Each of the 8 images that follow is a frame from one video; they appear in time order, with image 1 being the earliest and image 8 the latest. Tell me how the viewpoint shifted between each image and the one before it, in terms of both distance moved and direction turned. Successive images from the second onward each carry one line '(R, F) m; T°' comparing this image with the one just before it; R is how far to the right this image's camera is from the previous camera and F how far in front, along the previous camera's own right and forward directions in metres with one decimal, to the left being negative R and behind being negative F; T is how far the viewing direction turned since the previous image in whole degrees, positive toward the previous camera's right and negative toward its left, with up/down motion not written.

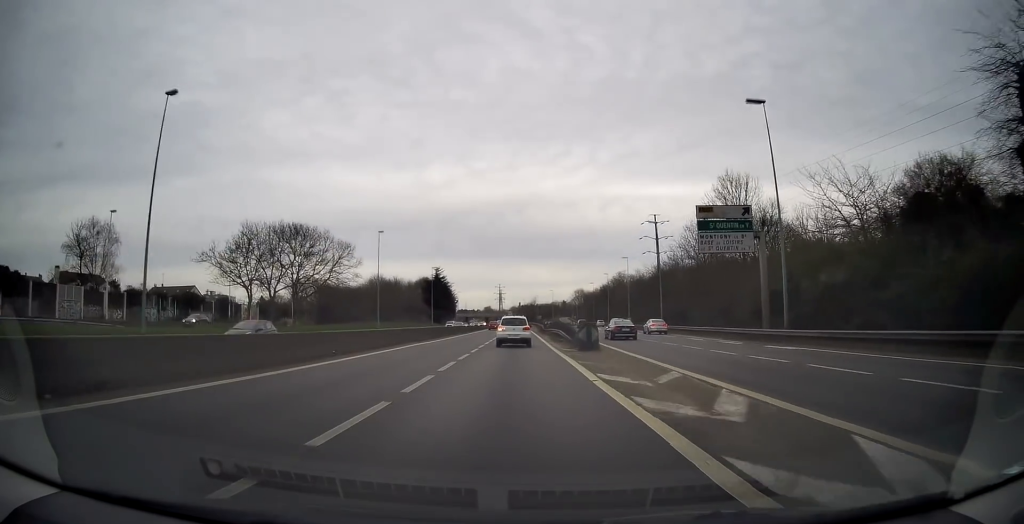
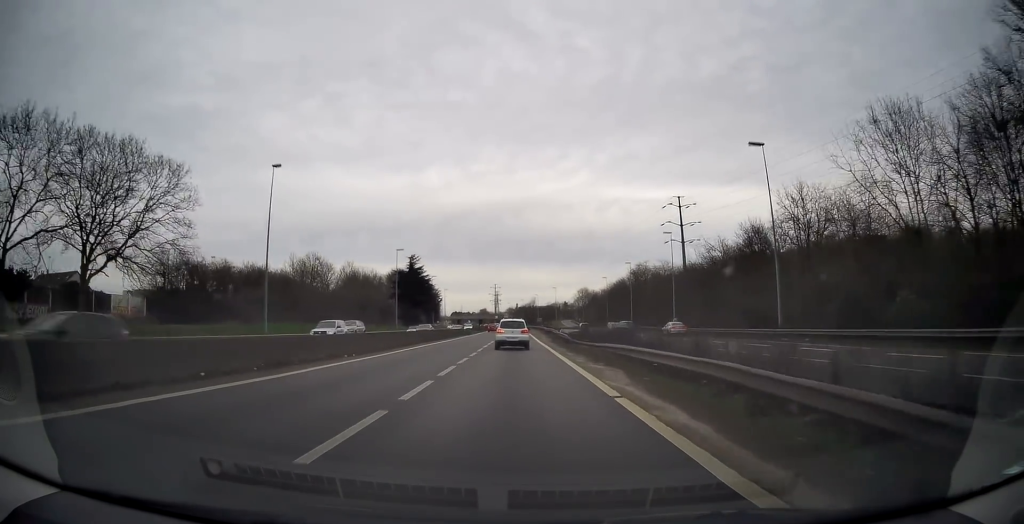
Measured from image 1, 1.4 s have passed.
(0.0, +34.8) m; 0°
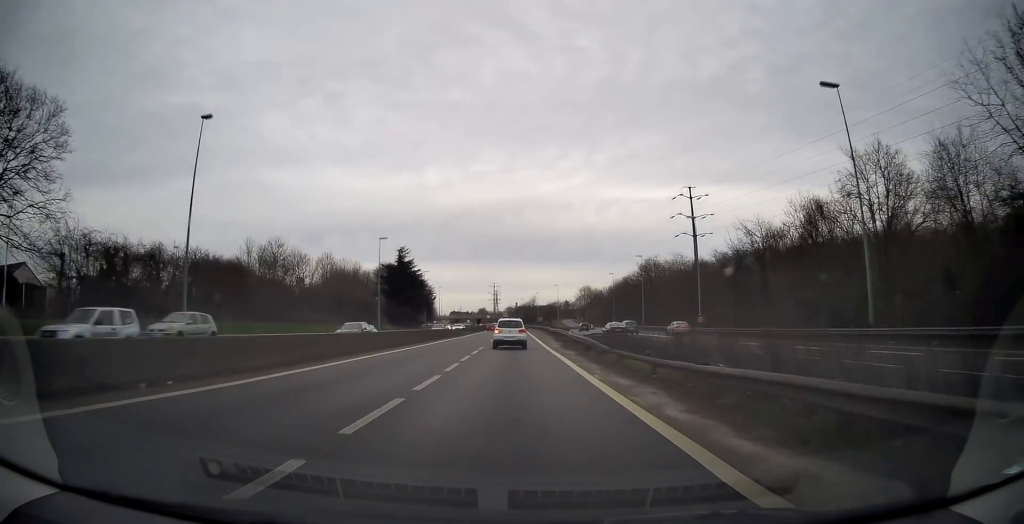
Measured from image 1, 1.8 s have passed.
(0.0, +10.8) m; 0°
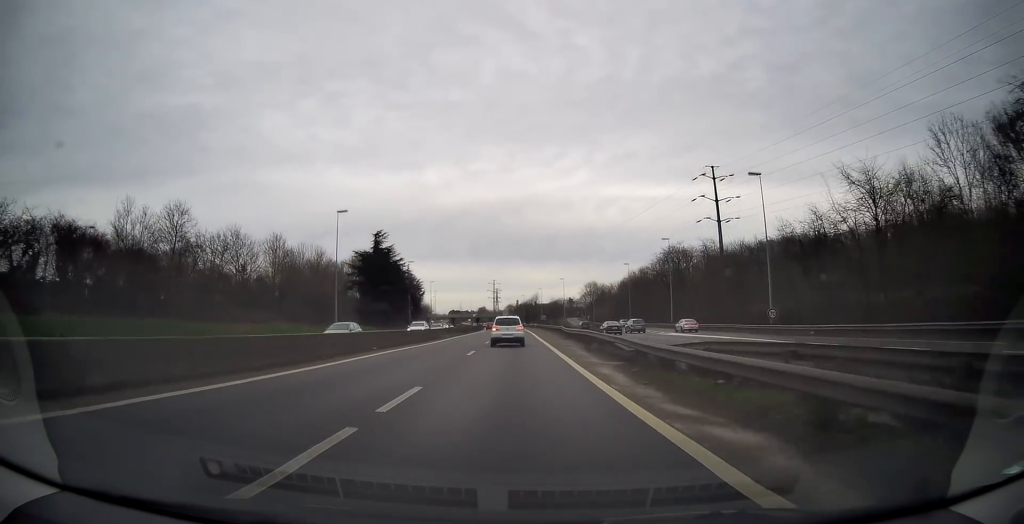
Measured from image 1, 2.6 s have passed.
(0.0, +19.4) m; 0°
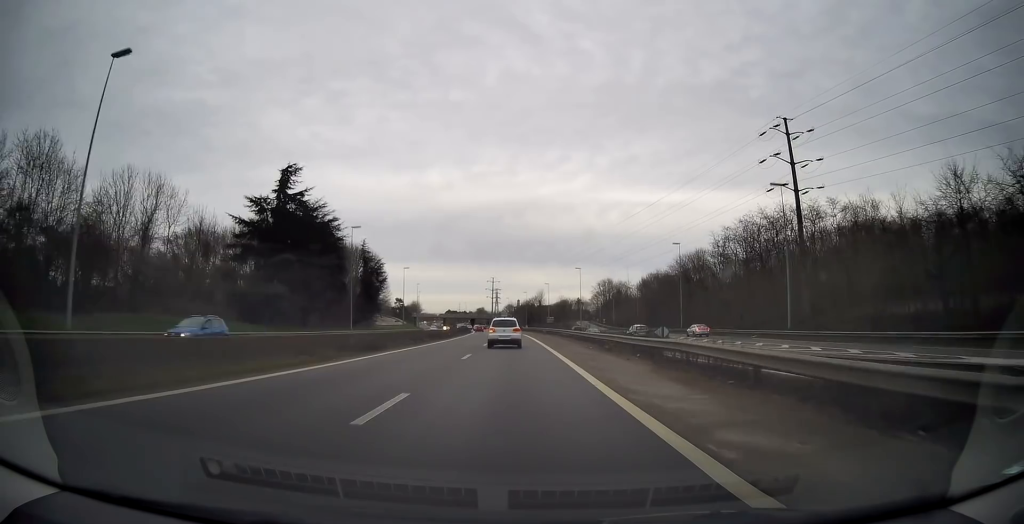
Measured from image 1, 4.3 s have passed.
(-0.3, +39.6) m; 0°
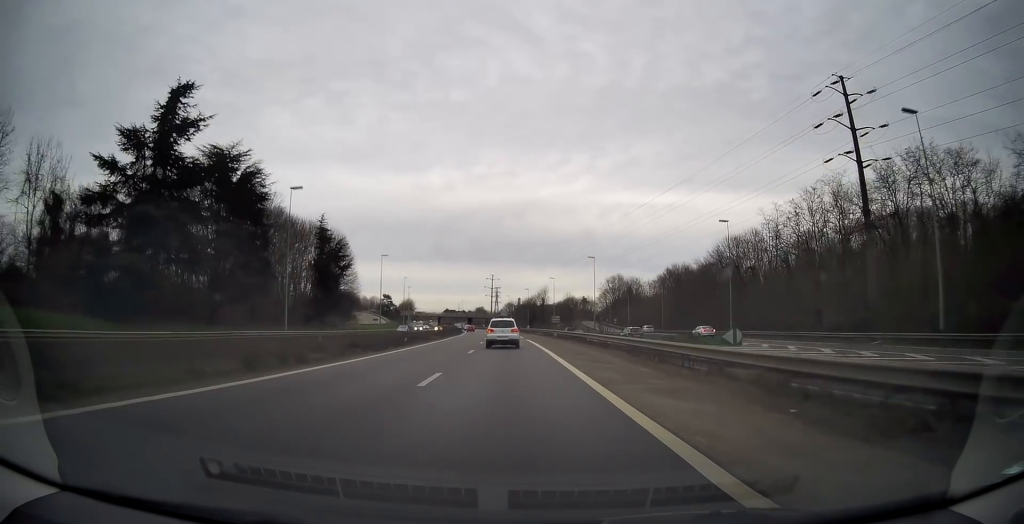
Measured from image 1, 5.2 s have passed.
(0.0, +21.3) m; 0°
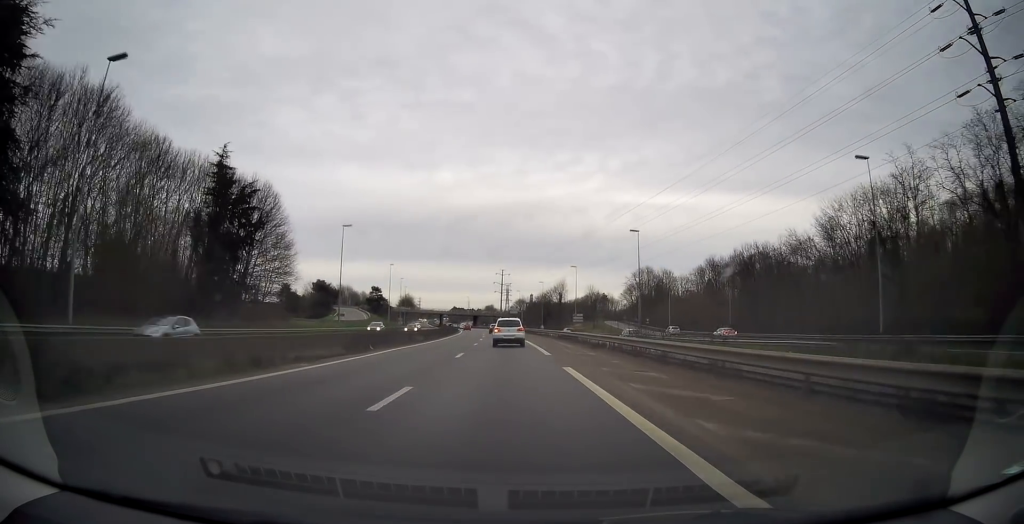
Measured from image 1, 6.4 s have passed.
(0.0, +29.0) m; -1°
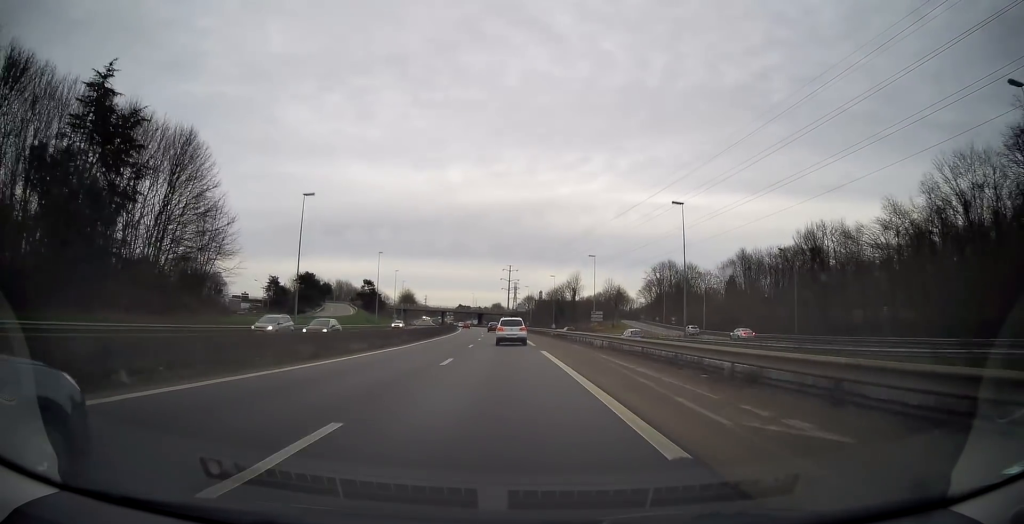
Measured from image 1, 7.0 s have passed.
(-0.1, +16.4) m; -1°
